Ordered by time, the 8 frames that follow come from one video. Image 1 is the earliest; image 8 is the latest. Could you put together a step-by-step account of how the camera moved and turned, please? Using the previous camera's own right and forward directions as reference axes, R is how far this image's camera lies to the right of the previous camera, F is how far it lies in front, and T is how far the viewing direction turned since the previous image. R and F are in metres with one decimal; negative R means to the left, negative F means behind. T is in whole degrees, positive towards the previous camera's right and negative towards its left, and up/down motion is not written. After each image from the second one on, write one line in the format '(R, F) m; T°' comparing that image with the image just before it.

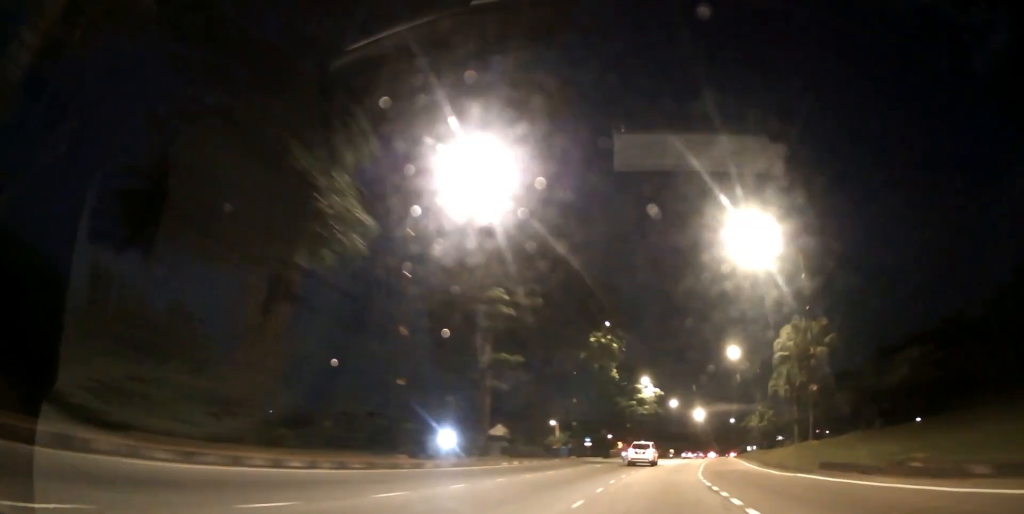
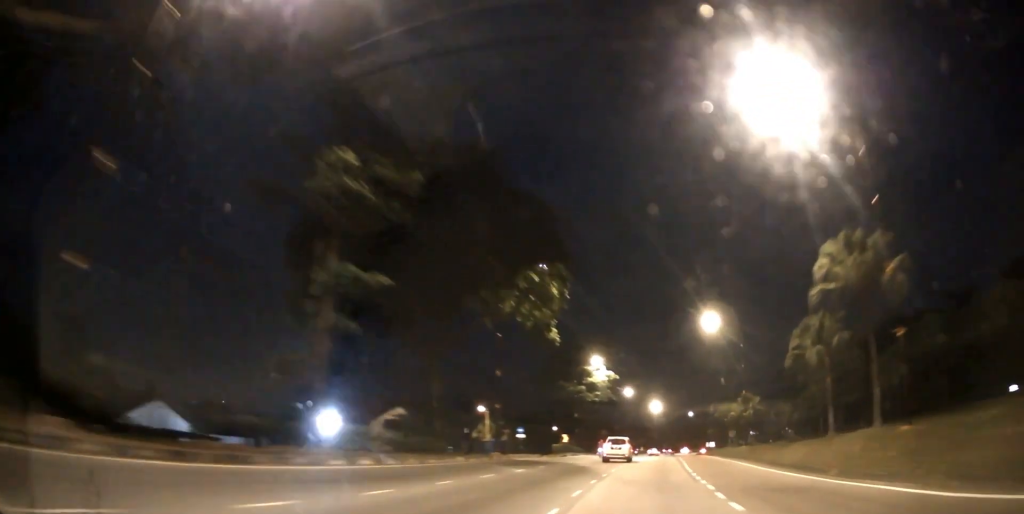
(+0.4, +14.6) m; +7°
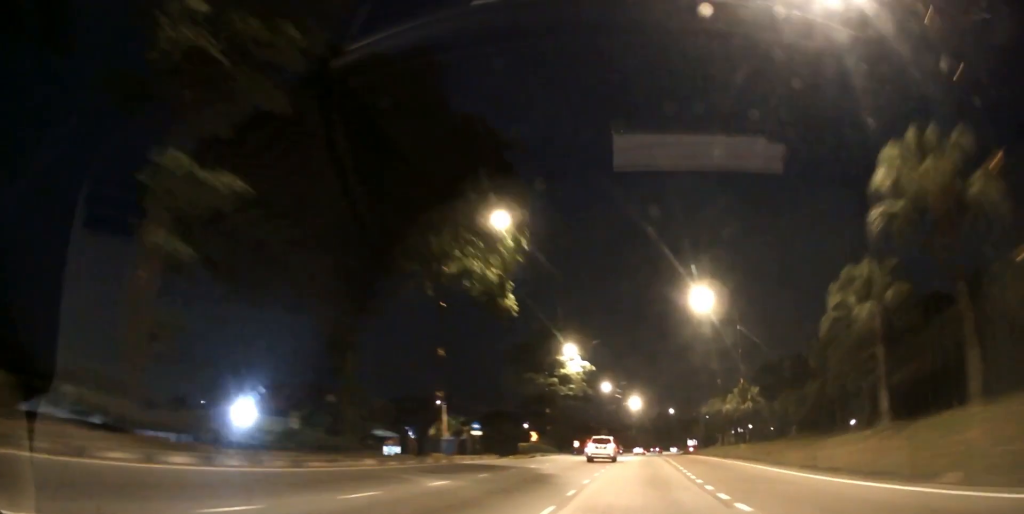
(+0.8, +7.8) m; +4°
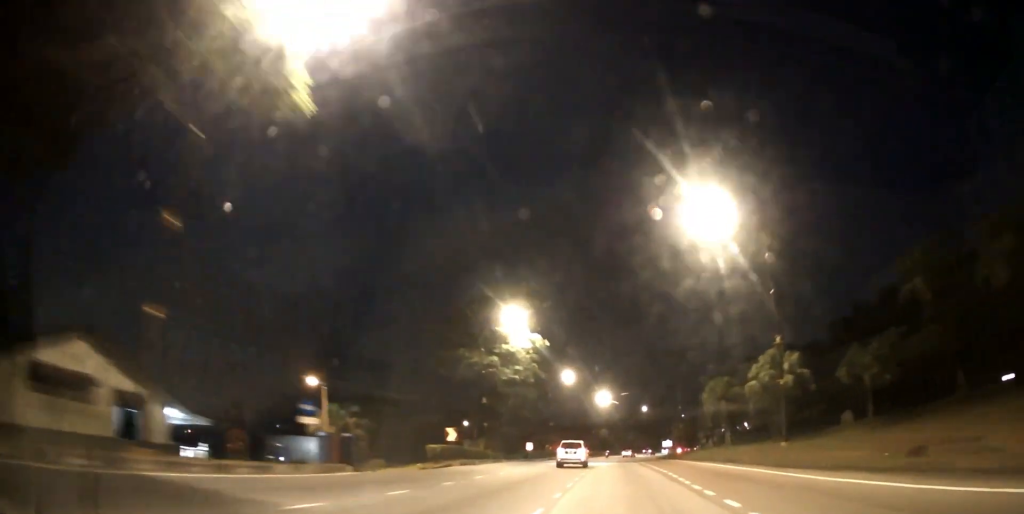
(+1.2, +17.9) m; +4°
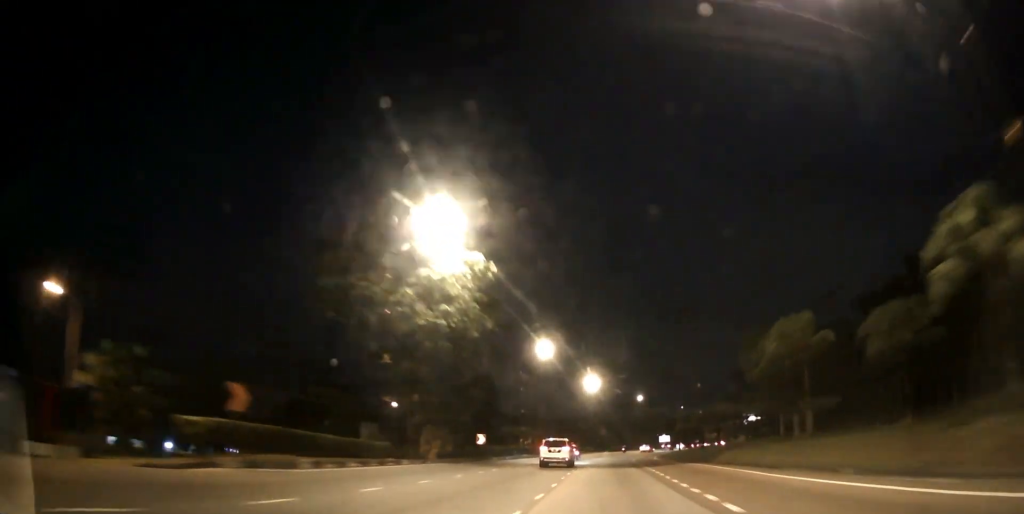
(+0.3, +20.1) m; +1°
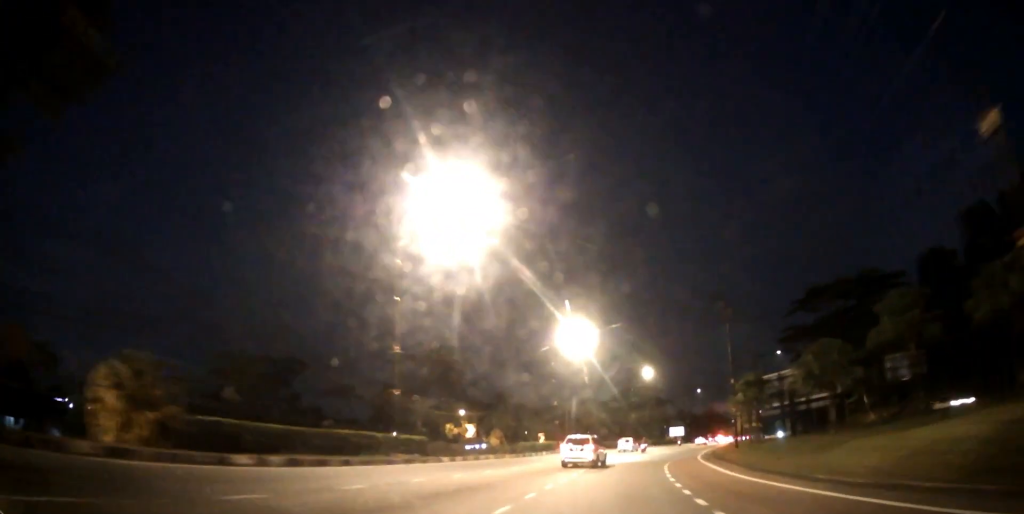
(-0.4, +37.5) m; +1°
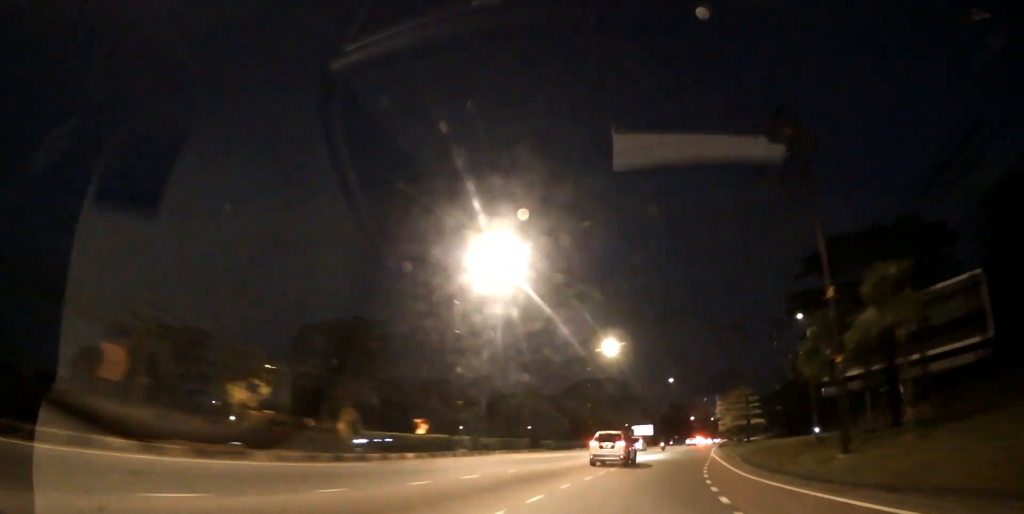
(+1.3, +25.1) m; +7°
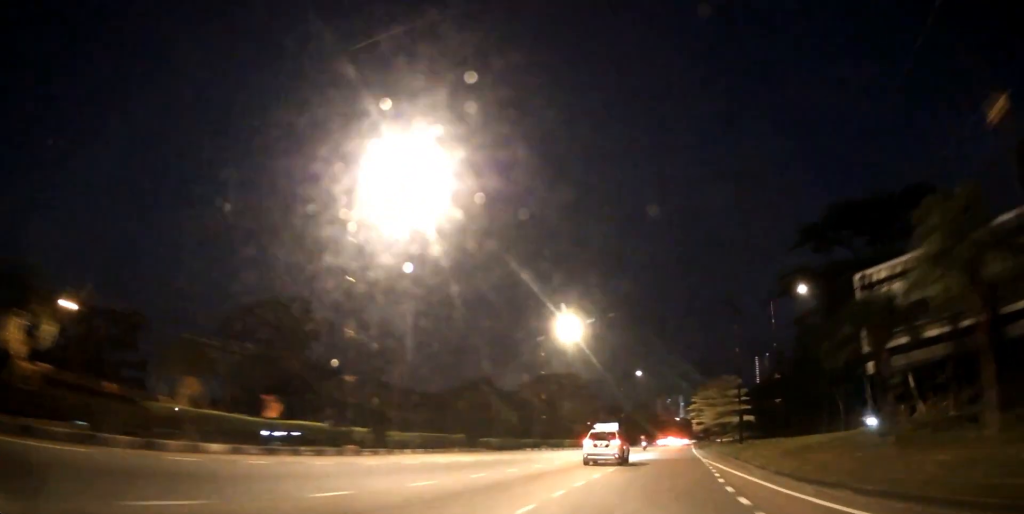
(+0.4, +11.0) m; +3°
